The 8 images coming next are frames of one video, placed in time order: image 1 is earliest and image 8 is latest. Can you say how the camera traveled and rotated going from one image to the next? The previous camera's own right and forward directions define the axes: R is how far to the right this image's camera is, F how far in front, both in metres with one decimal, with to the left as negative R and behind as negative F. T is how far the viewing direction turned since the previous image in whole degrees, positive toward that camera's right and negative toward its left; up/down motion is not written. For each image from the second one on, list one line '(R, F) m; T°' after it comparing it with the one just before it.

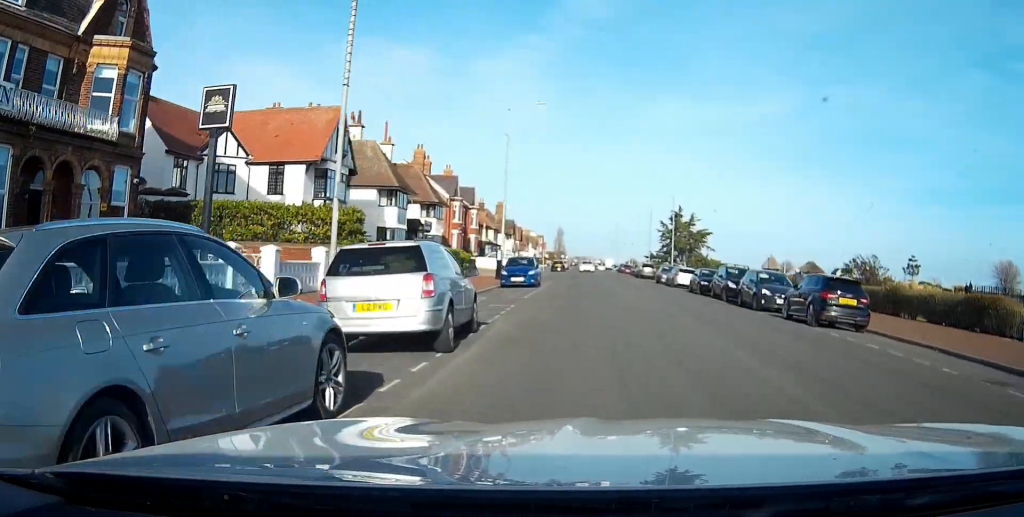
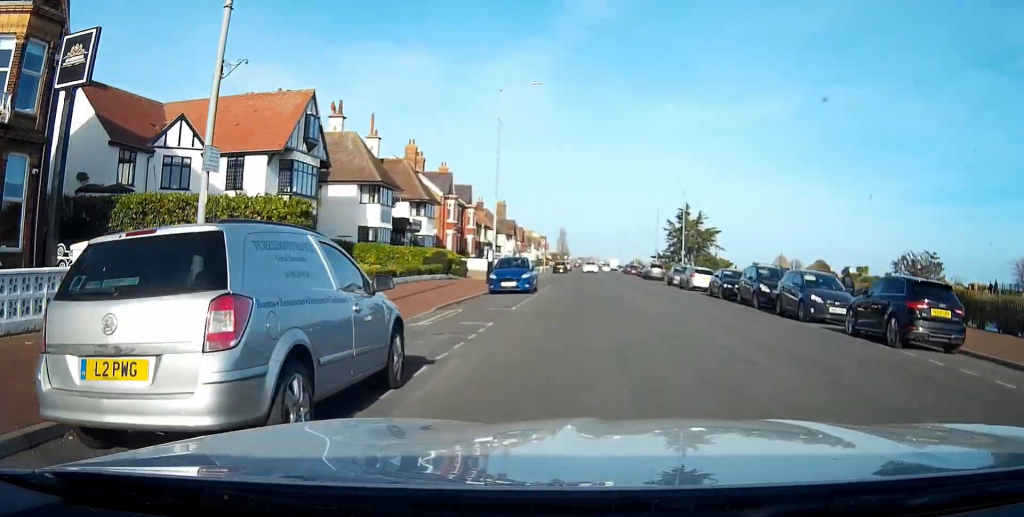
(0.0, +5.3) m; 0°
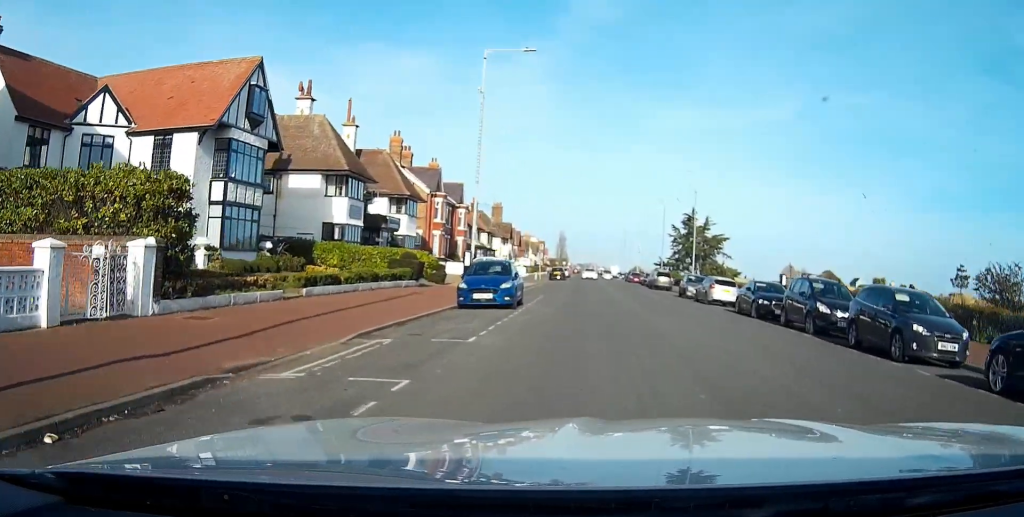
(-0.1, +7.0) m; 0°
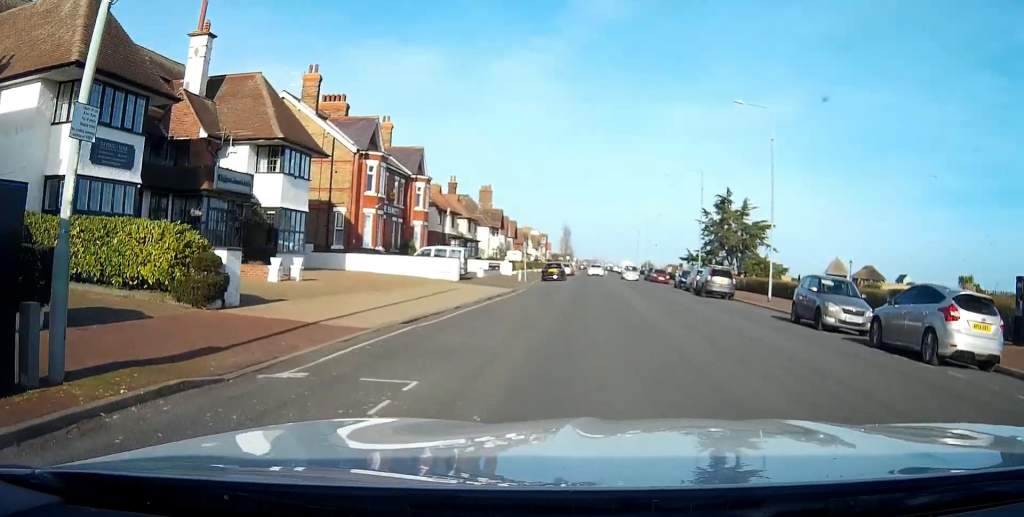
(0.0, +24.9) m; 0°
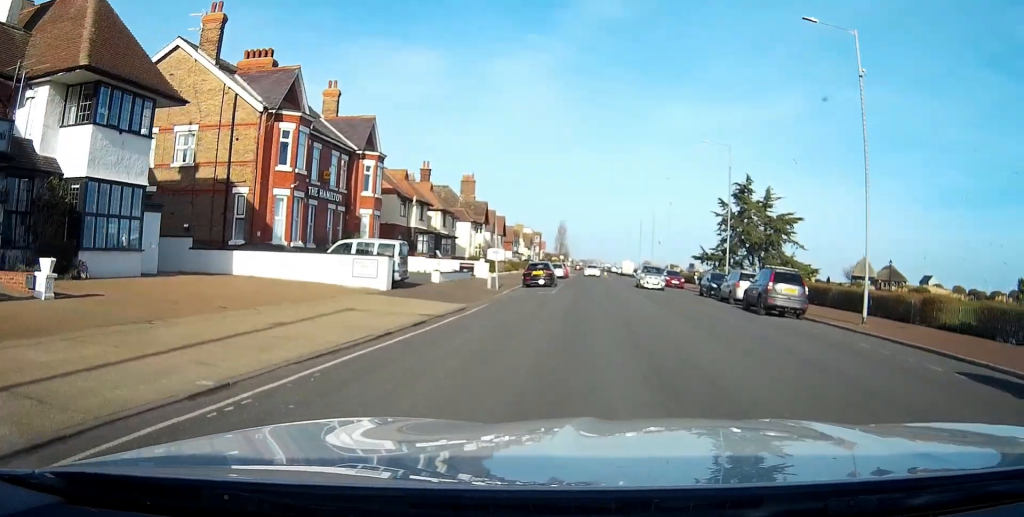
(0.0, +14.0) m; +1°
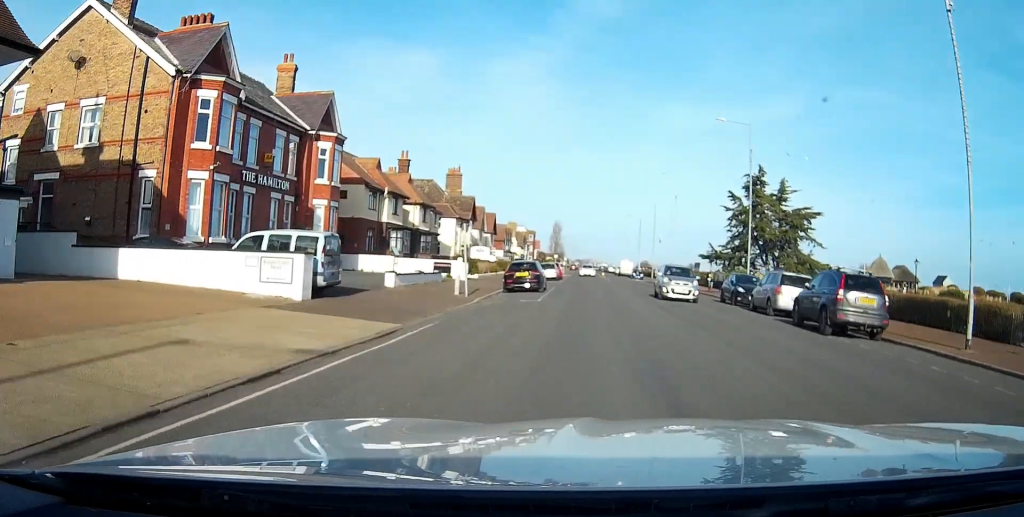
(0.0, +7.9) m; 0°
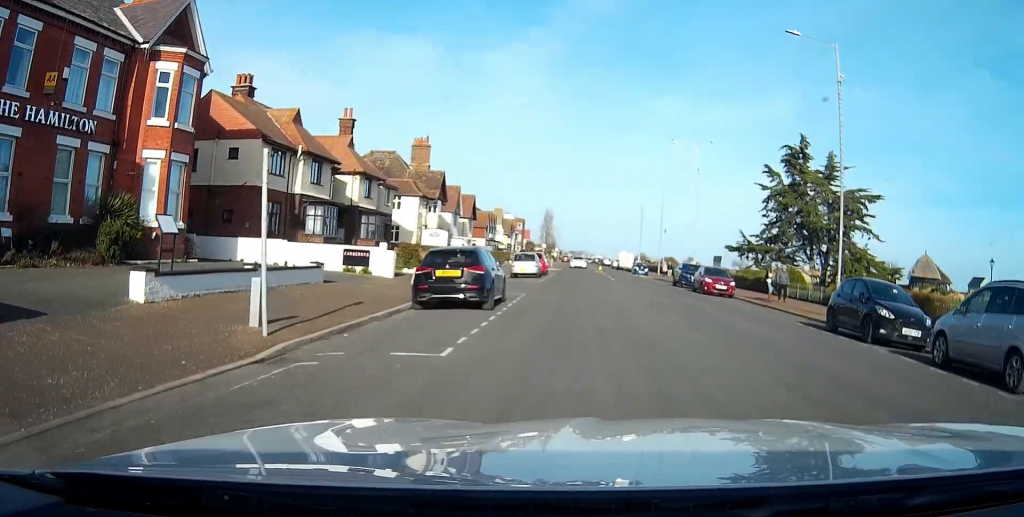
(+0.1, +16.6) m; 0°
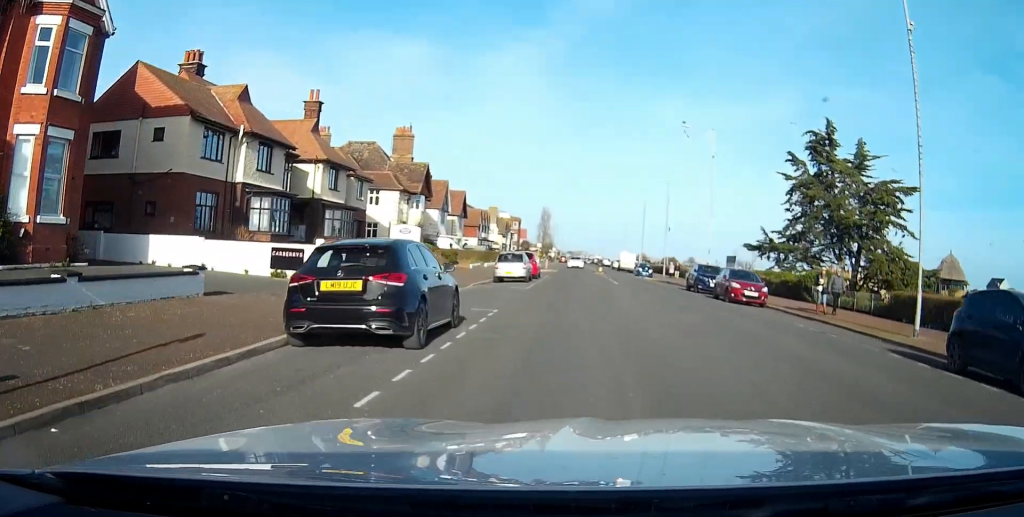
(0.0, +7.1) m; 0°
